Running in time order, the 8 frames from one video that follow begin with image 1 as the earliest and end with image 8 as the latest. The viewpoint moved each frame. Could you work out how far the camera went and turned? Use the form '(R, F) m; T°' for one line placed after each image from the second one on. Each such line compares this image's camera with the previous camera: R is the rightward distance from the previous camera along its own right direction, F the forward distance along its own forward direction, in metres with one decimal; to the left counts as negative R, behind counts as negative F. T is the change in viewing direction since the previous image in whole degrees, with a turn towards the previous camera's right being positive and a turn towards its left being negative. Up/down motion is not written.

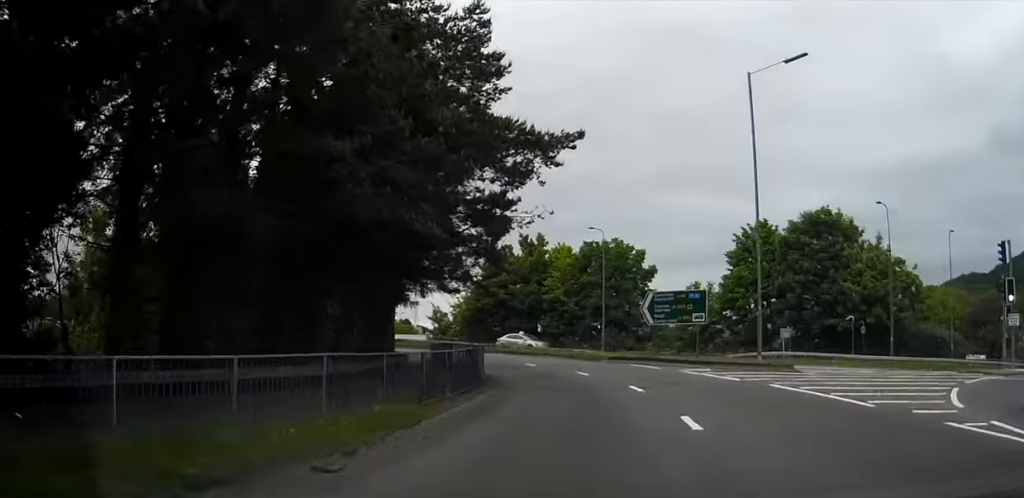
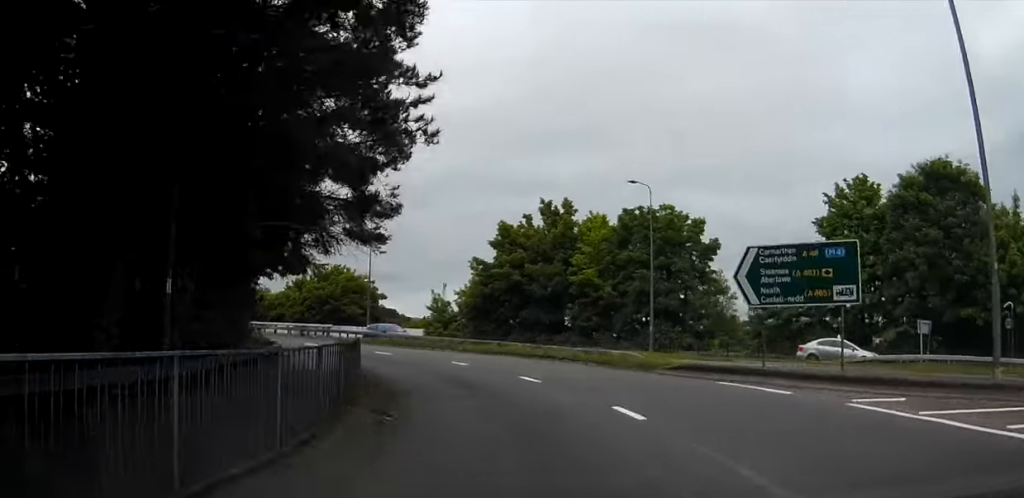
(+0.4, +17.0) m; -3°
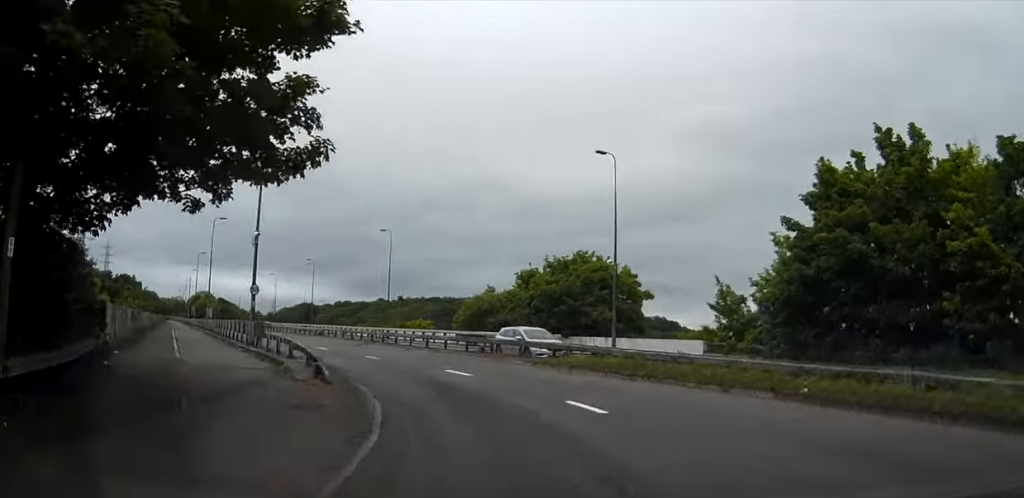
(-3.5, +24.2) m; -20°
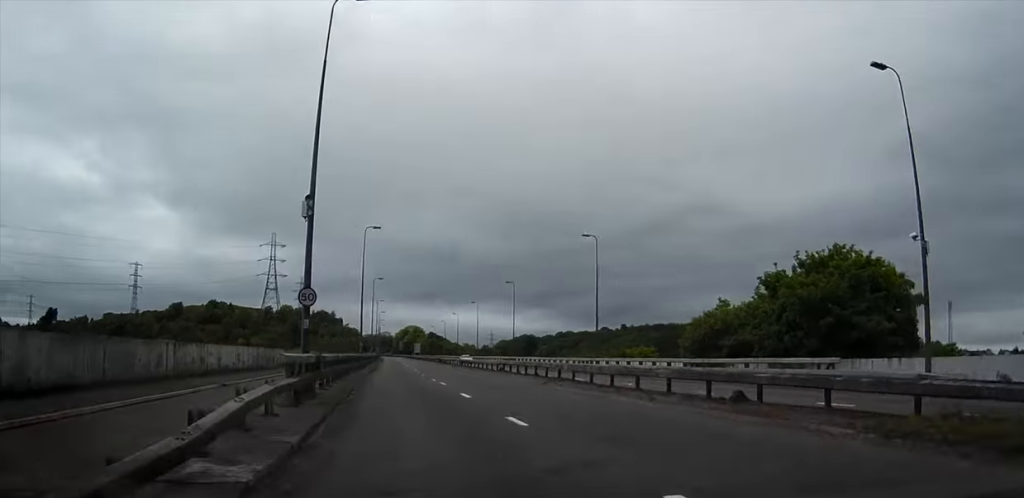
(-2.1, +14.1) m; -16°
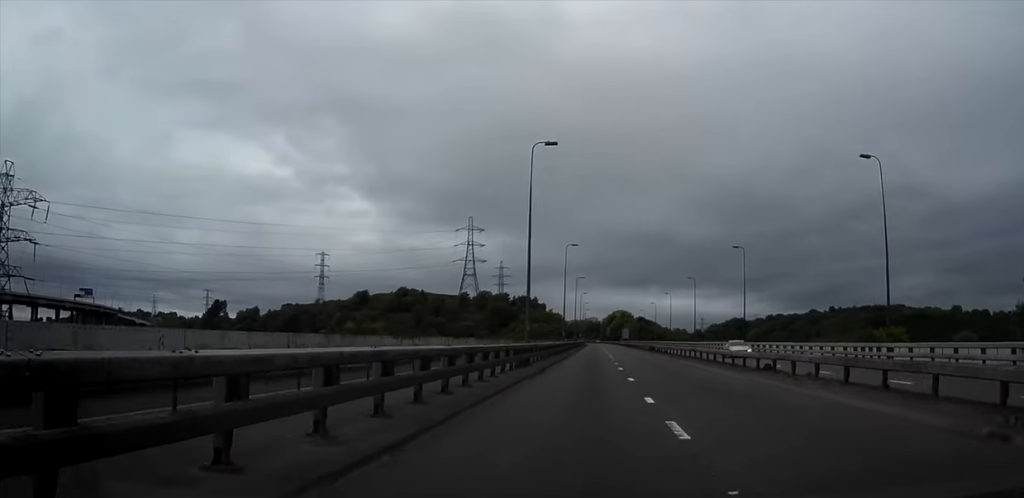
(-3.1, +20.0) m; -12°
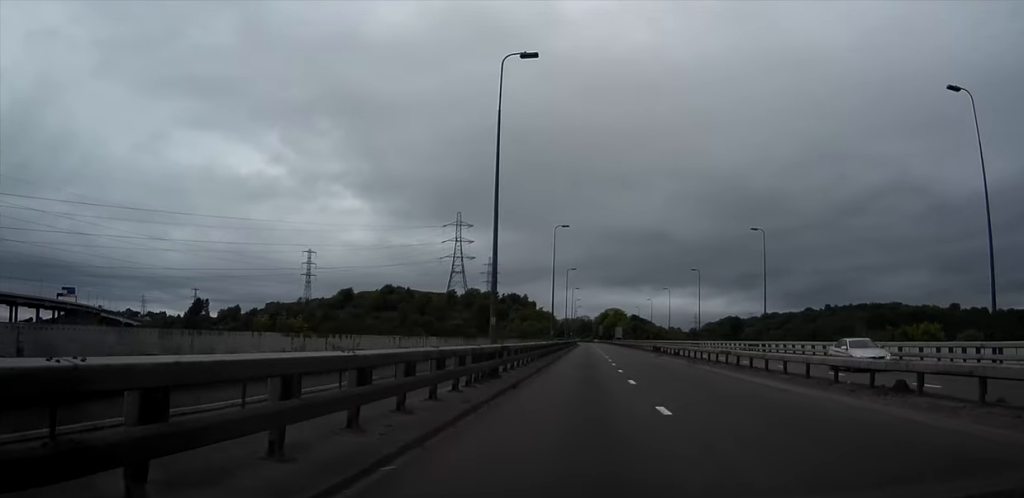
(-0.3, +10.9) m; -1°
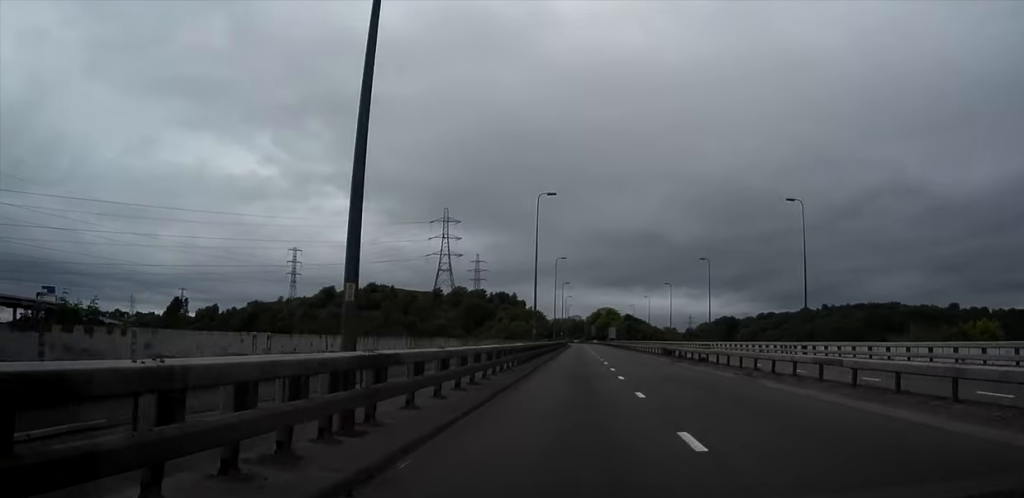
(-0.1, +13.9) m; 0°
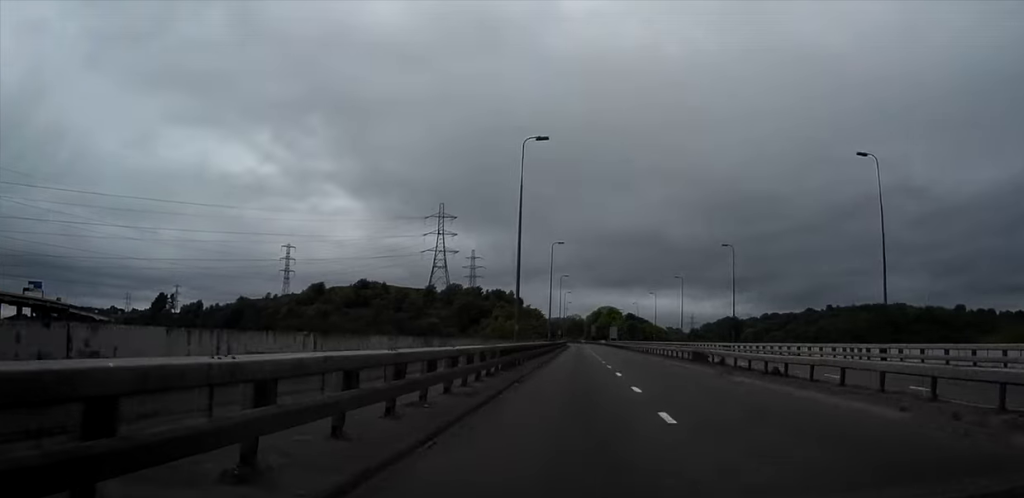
(+0.1, +14.7) m; 0°
